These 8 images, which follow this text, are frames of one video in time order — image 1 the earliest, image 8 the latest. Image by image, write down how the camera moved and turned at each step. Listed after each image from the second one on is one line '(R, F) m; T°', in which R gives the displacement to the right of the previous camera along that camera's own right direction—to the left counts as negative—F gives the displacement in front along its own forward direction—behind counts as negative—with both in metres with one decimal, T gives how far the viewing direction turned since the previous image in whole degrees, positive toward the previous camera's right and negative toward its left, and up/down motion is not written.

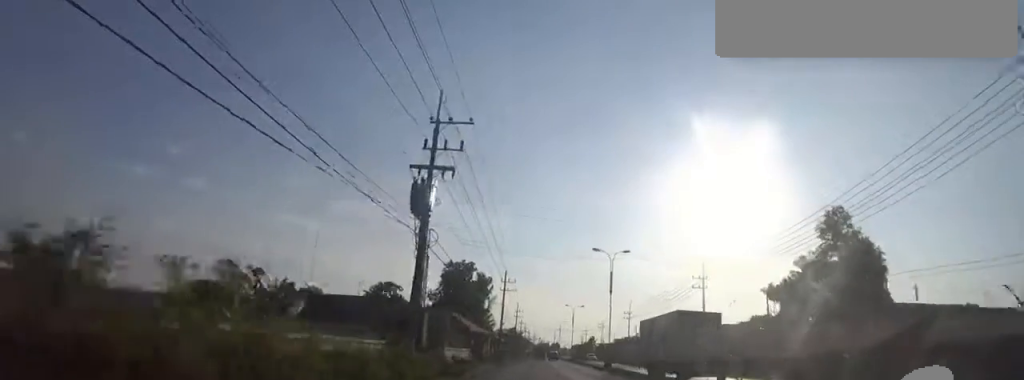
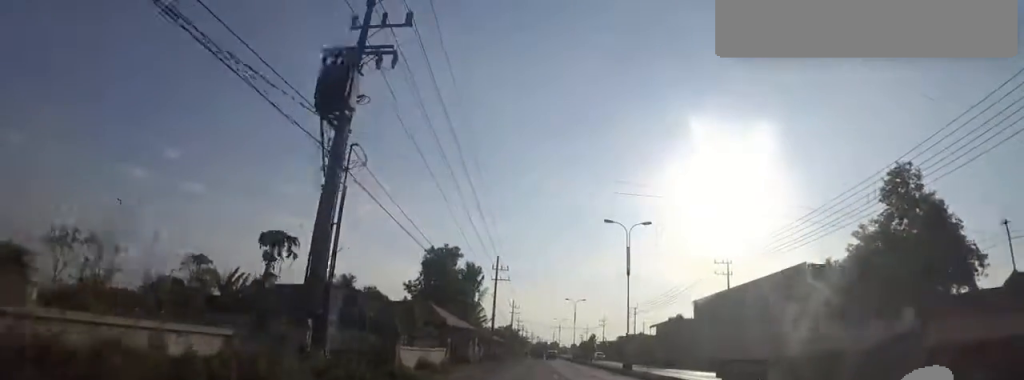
(0.0, +8.5) m; 0°
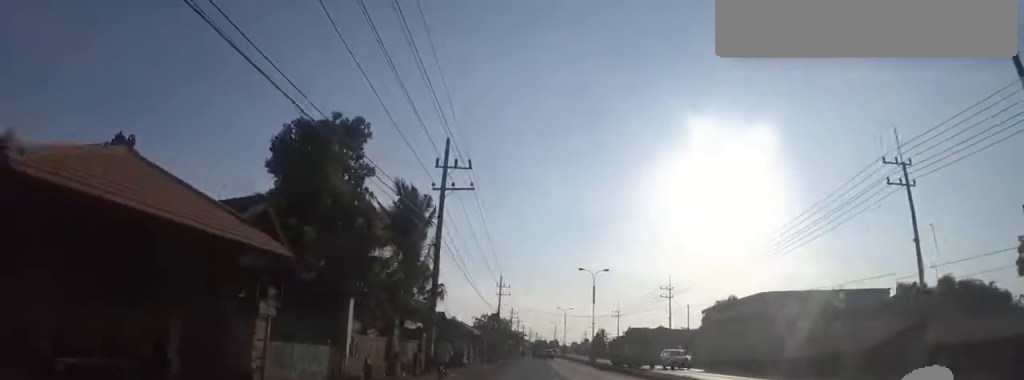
(-0.4, +26.5) m; -1°
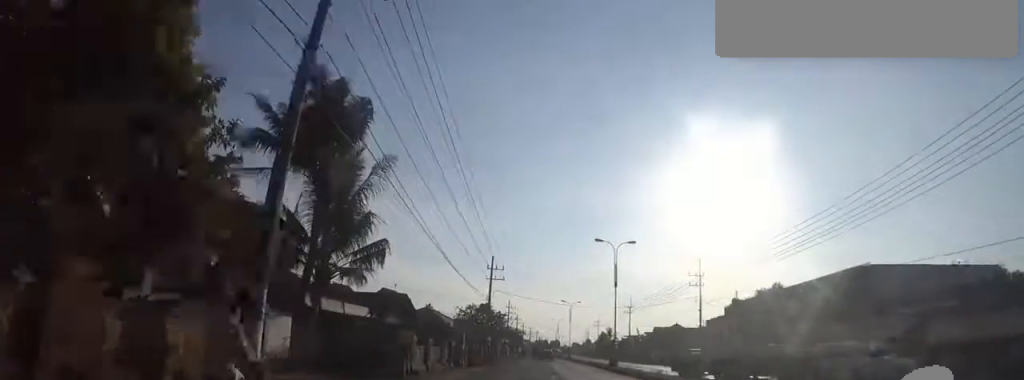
(-0.1, +12.7) m; 0°
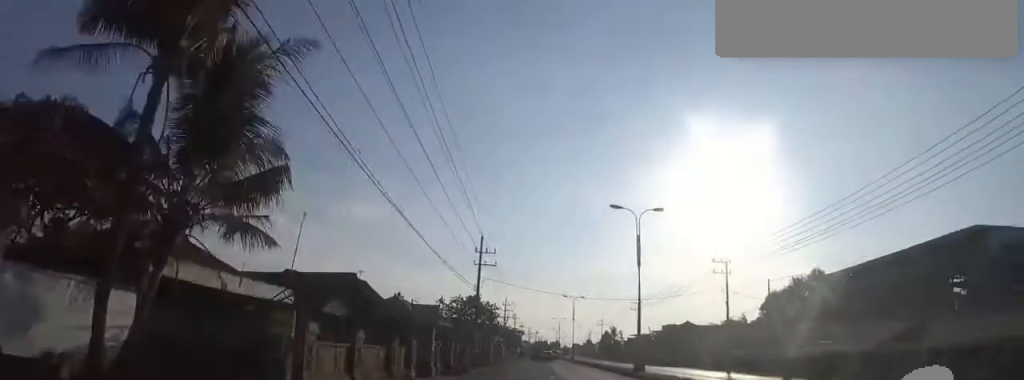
(+0.1, +8.4) m; 0°
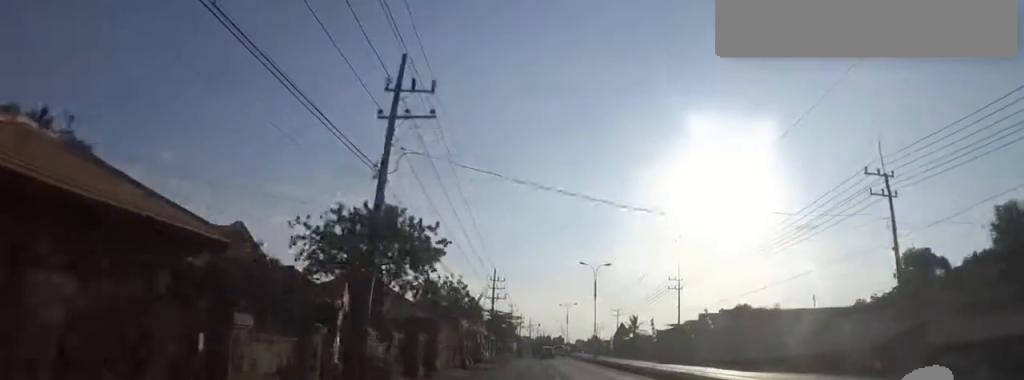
(-0.2, +23.9) m; 0°
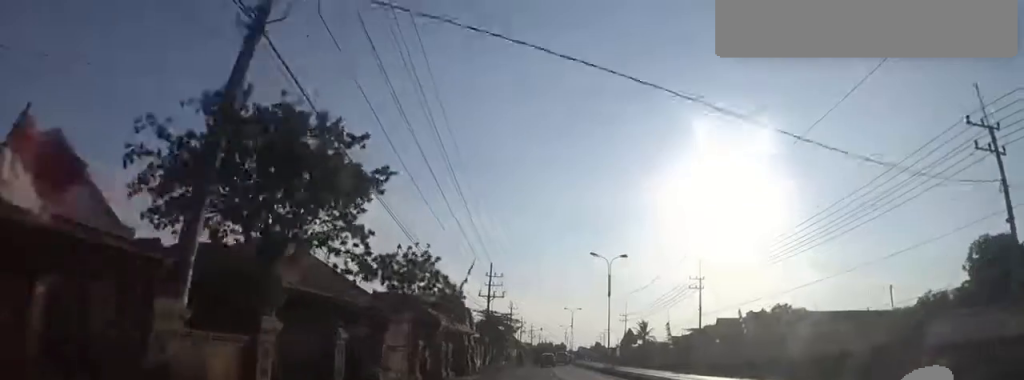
(+0.1, +7.3) m; 0°
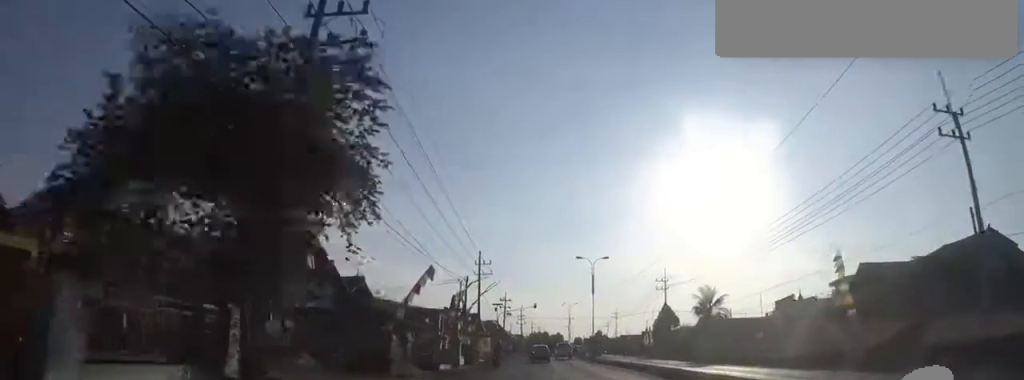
(-0.6, +38.5) m; 0°
